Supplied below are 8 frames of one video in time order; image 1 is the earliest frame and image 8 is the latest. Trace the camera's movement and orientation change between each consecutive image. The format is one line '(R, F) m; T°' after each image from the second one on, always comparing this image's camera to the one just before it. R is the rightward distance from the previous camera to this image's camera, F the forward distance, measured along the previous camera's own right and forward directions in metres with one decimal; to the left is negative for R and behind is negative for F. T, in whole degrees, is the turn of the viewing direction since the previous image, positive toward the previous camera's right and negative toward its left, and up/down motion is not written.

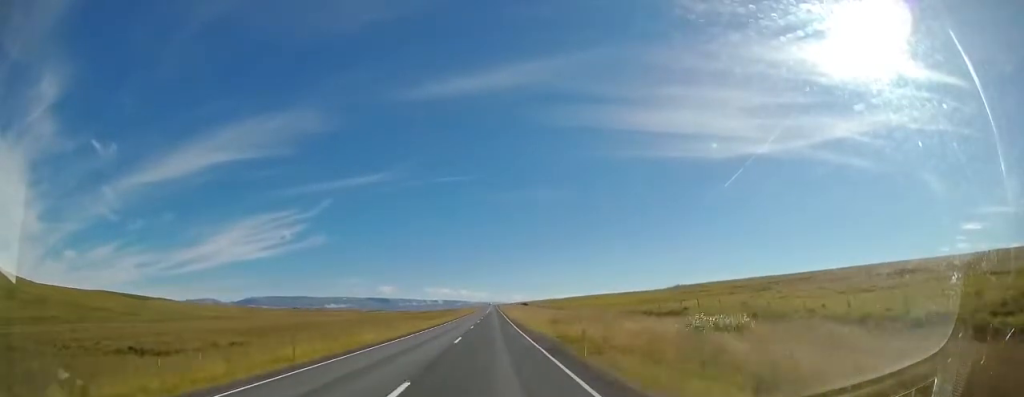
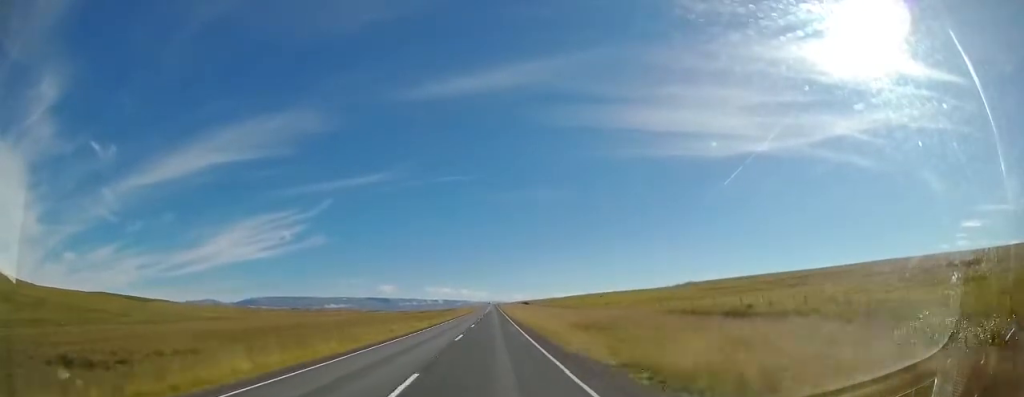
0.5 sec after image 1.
(-0.1, +11.0) m; -1°
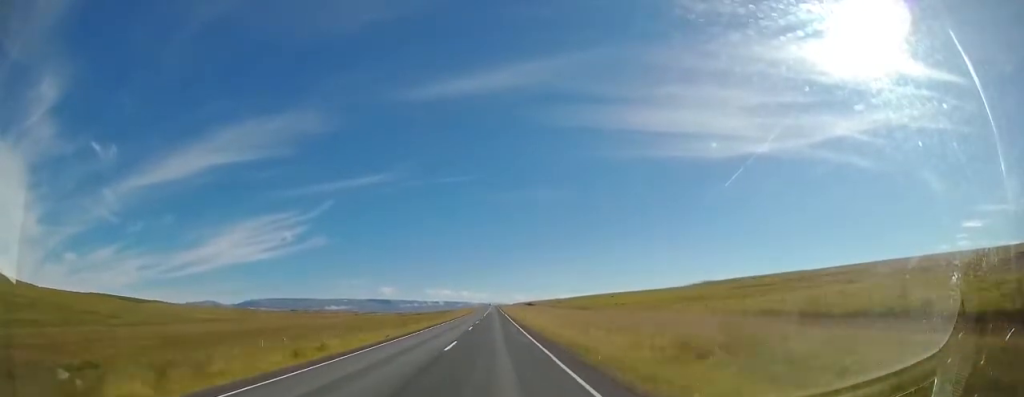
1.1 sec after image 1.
(-0.1, +15.7) m; 0°
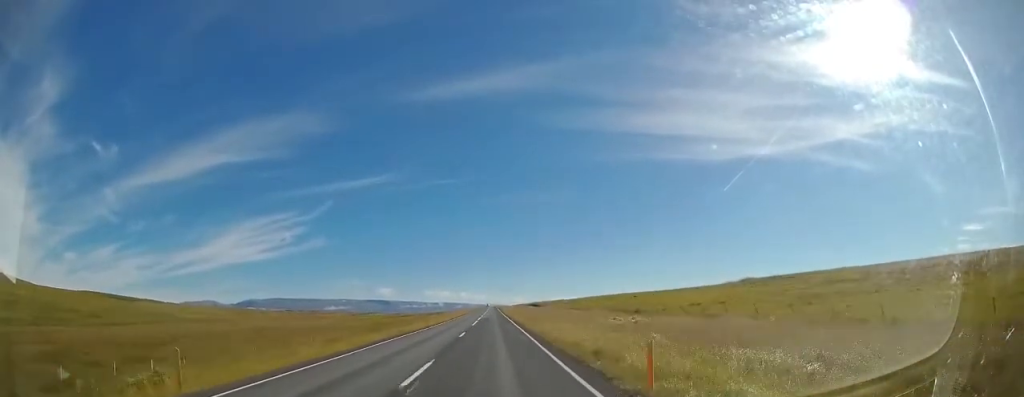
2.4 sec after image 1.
(0.0, +29.1) m; +1°
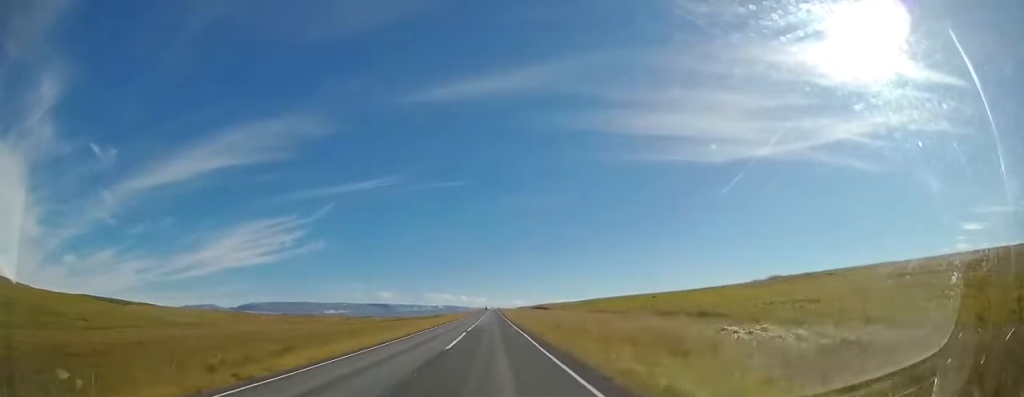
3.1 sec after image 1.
(+0.2, +16.6) m; 0°
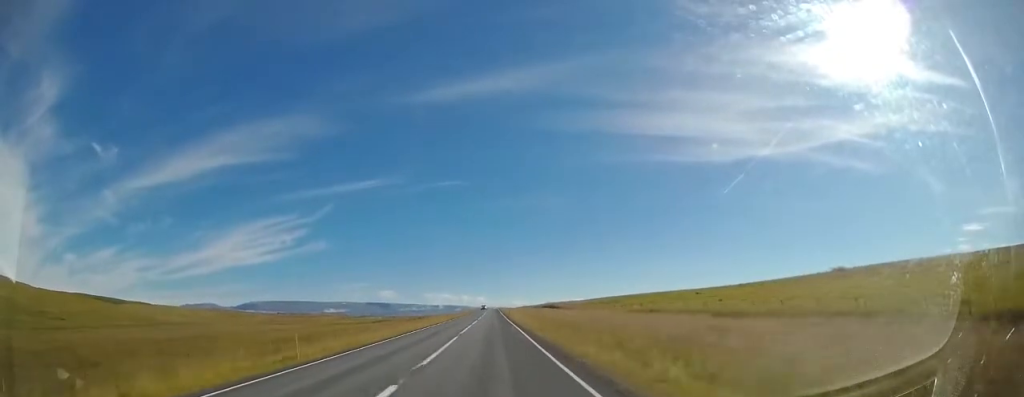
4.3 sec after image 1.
(0.0, +28.5) m; -1°
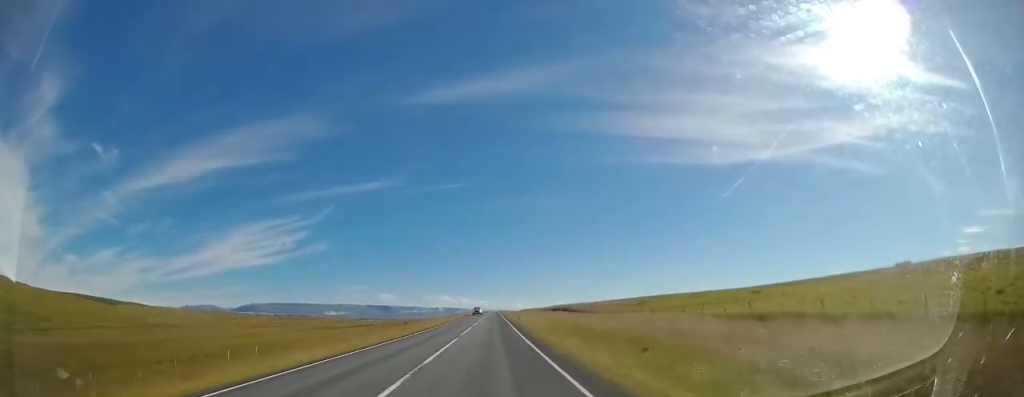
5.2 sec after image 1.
(-0.2, +23.0) m; -1°
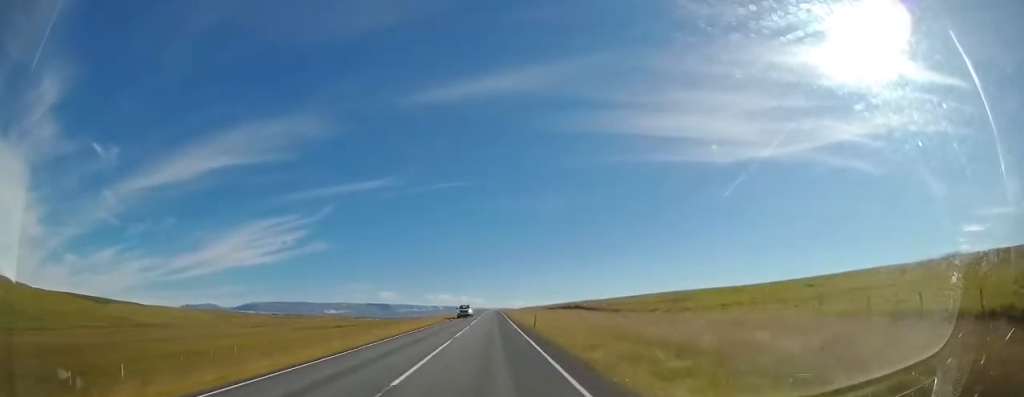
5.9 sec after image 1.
(0.0, +15.0) m; 0°
